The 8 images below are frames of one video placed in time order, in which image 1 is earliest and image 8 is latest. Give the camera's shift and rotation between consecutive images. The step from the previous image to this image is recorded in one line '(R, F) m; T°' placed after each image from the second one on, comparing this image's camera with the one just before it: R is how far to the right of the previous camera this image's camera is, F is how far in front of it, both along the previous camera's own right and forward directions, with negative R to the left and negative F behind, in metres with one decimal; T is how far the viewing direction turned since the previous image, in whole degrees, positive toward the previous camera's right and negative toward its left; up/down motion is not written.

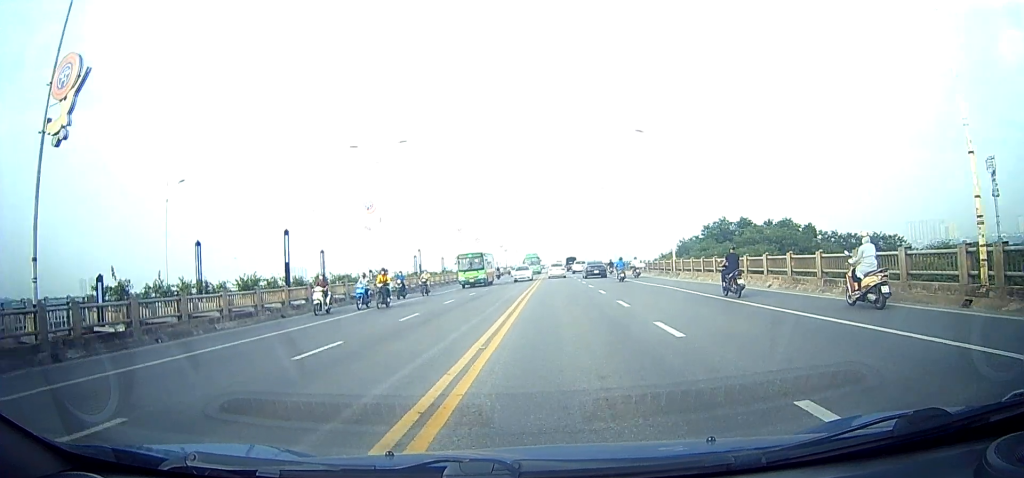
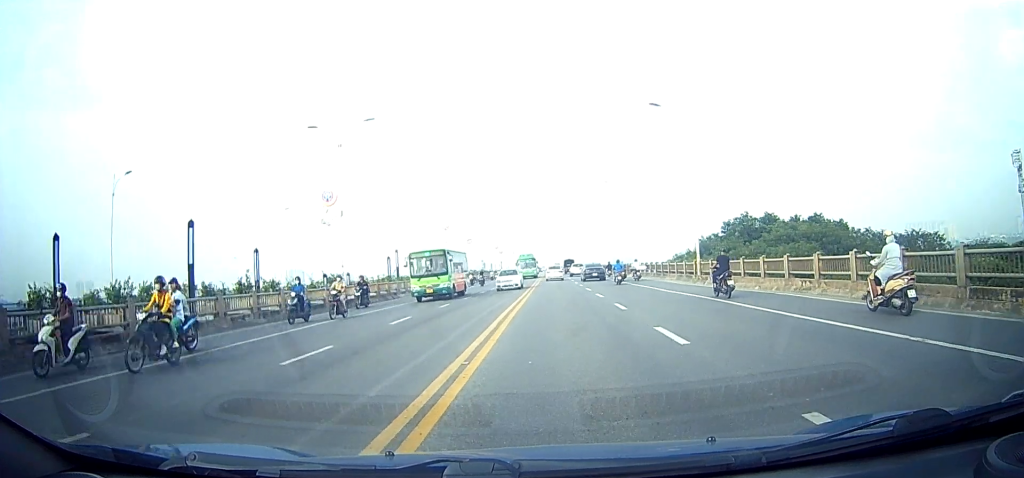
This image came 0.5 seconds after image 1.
(0.0, +7.8) m; 0°
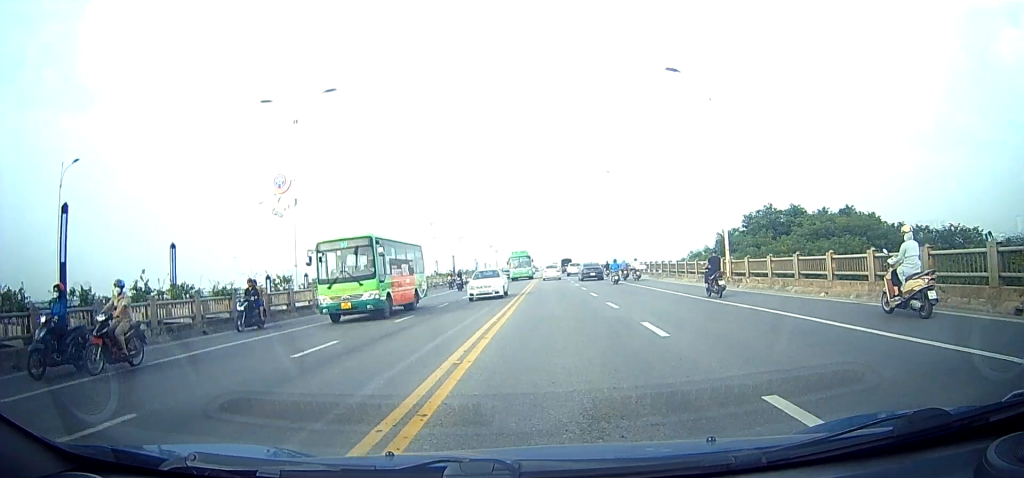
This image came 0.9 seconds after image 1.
(0.0, +6.2) m; 0°
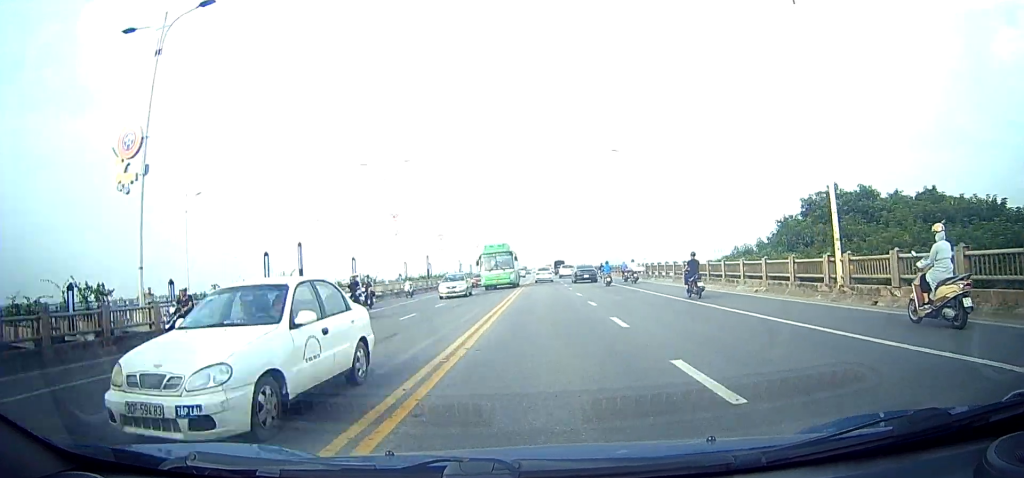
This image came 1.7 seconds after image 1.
(0.0, +11.9) m; 0°
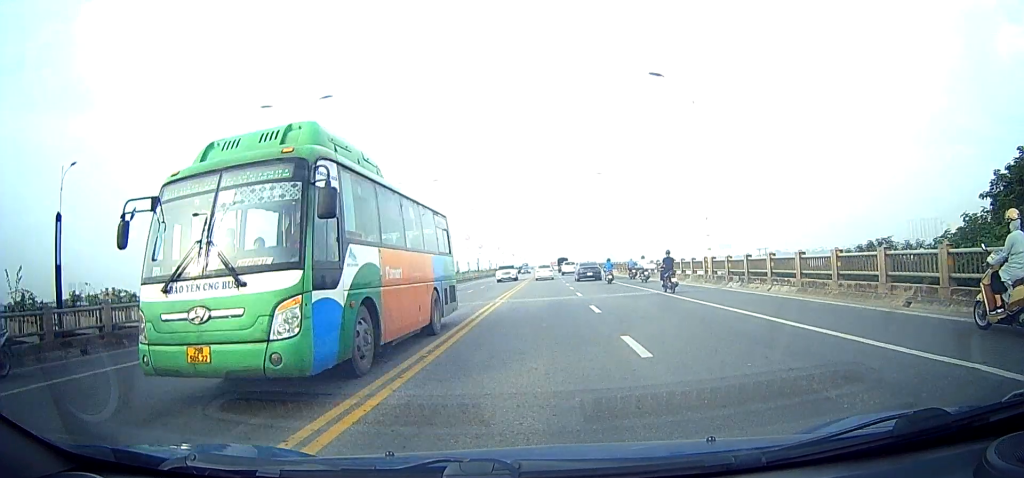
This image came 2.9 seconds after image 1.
(-0.3, +19.3) m; -2°
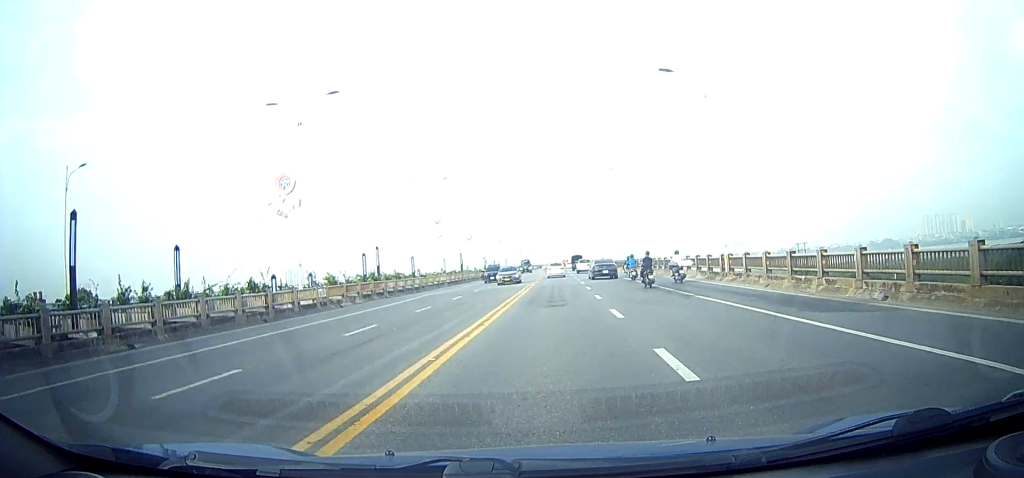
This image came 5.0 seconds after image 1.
(-0.4, +36.1) m; 0°
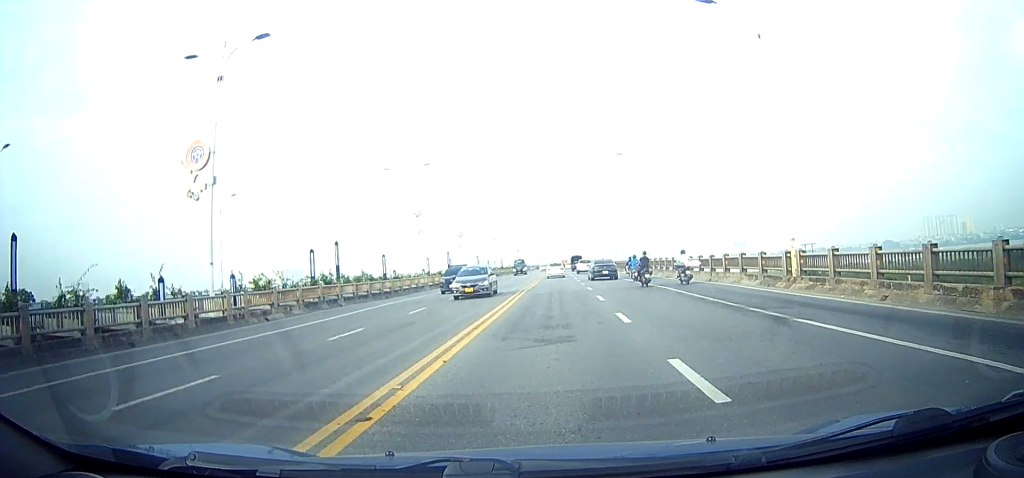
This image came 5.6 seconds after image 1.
(0.0, +9.3) m; 0°
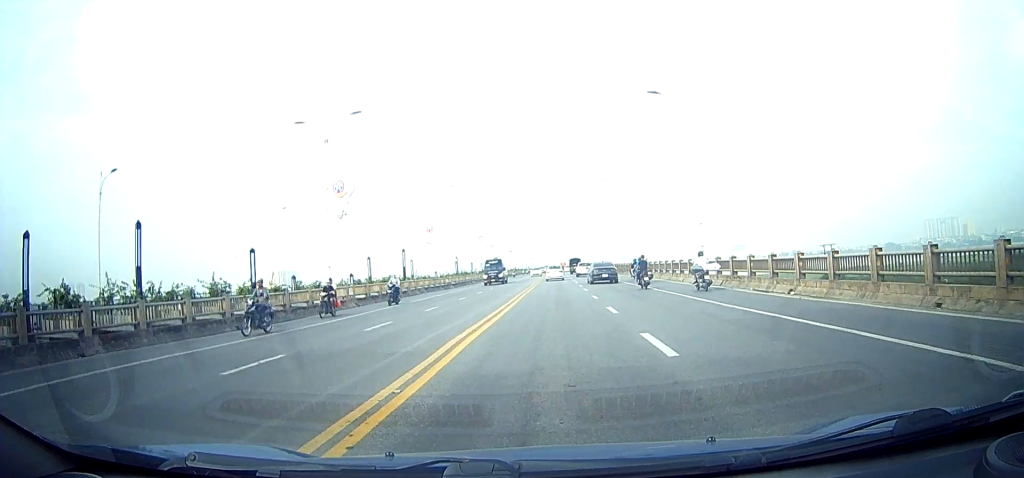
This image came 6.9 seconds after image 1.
(0.0, +18.9) m; 0°
